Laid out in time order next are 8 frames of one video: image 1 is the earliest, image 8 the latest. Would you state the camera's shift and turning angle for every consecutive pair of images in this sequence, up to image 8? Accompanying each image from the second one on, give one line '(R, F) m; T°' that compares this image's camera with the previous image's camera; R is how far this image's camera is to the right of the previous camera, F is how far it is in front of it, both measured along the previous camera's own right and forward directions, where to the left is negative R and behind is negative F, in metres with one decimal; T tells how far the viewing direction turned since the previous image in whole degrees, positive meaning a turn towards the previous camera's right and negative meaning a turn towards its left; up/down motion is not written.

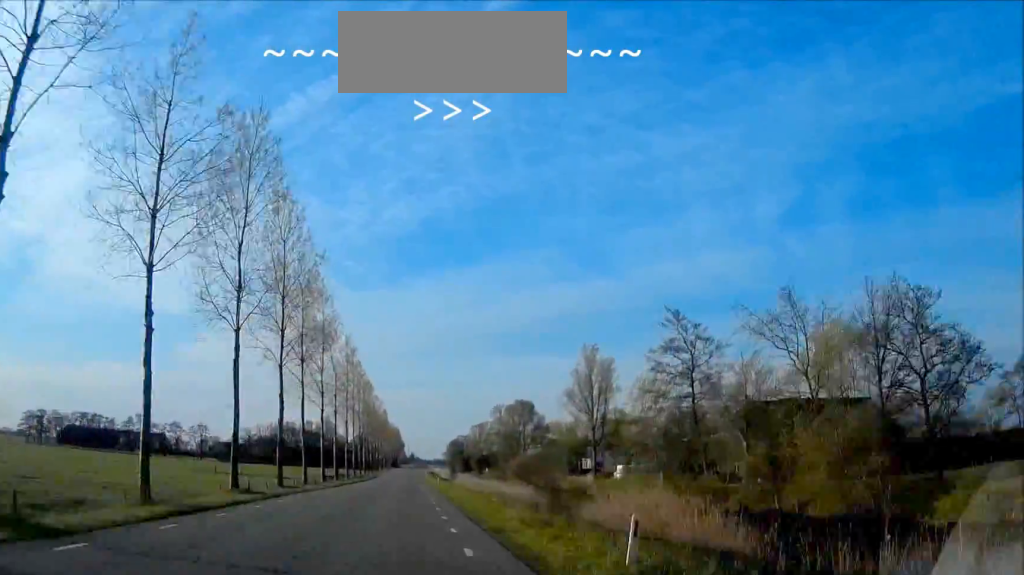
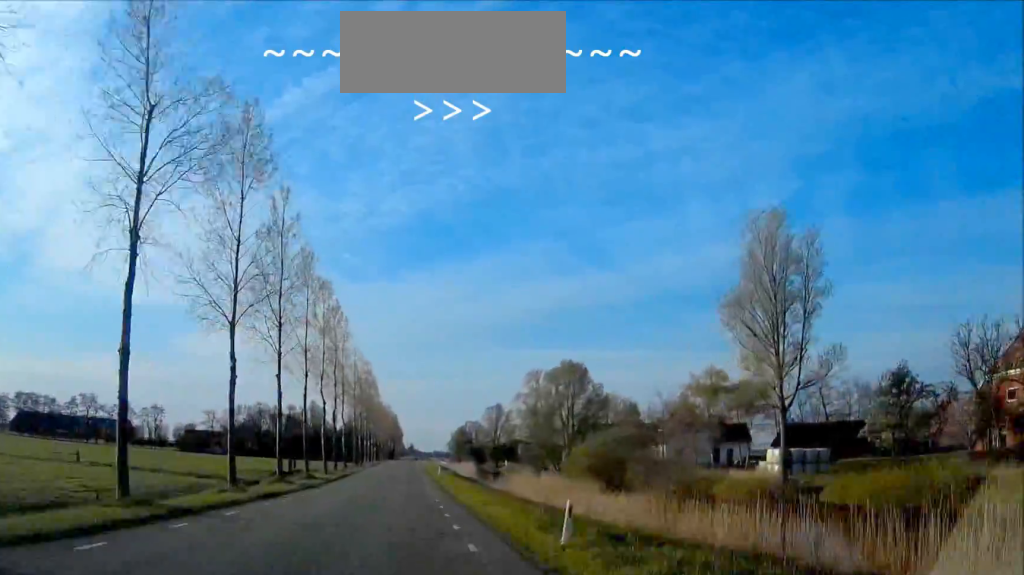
(0.0, +51.8) m; 0°
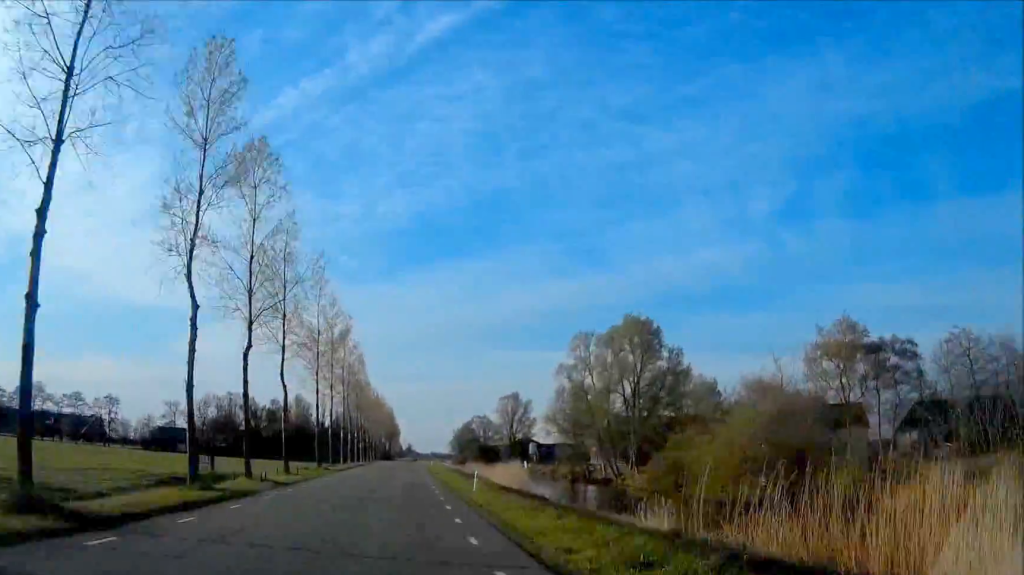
(0.0, +35.6) m; 0°
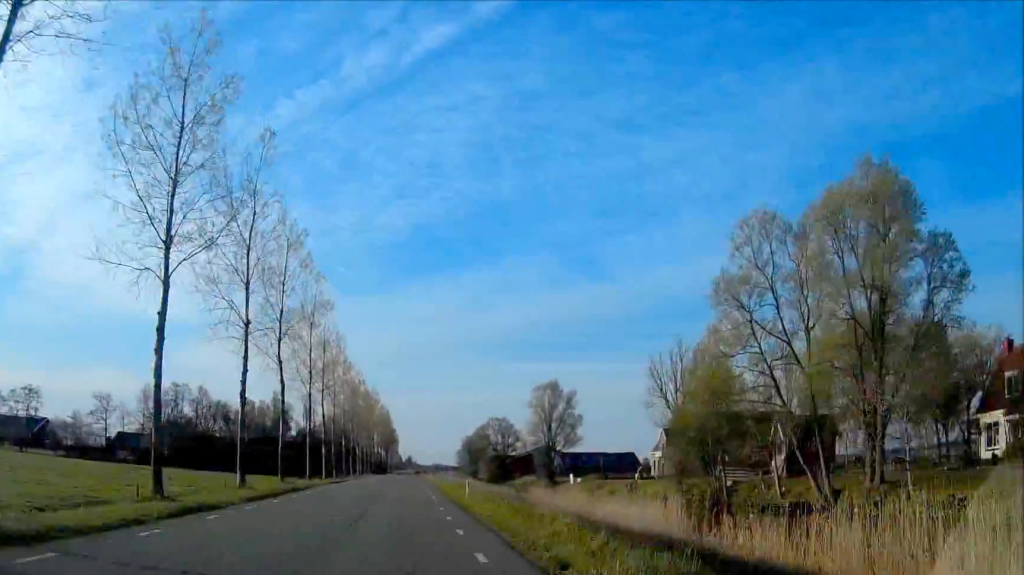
(0.0, +45.8) m; 0°
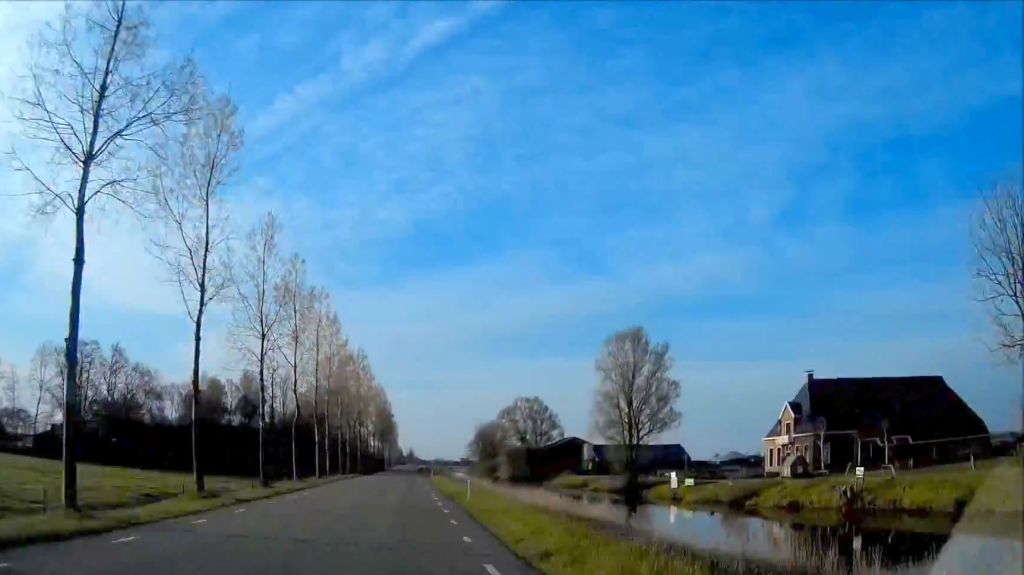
(0.0, +45.5) m; 0°
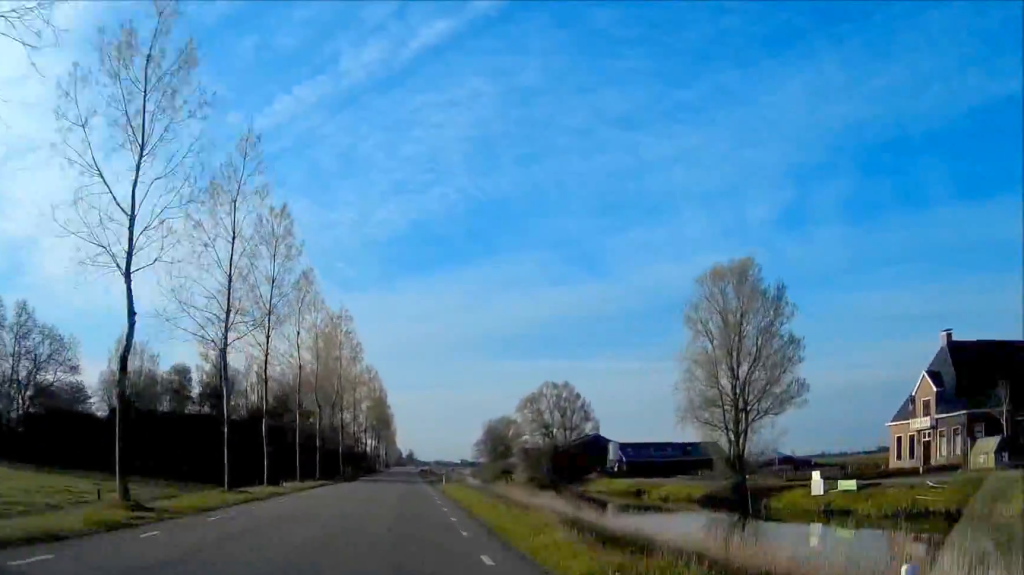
(0.0, +27.2) m; 0°
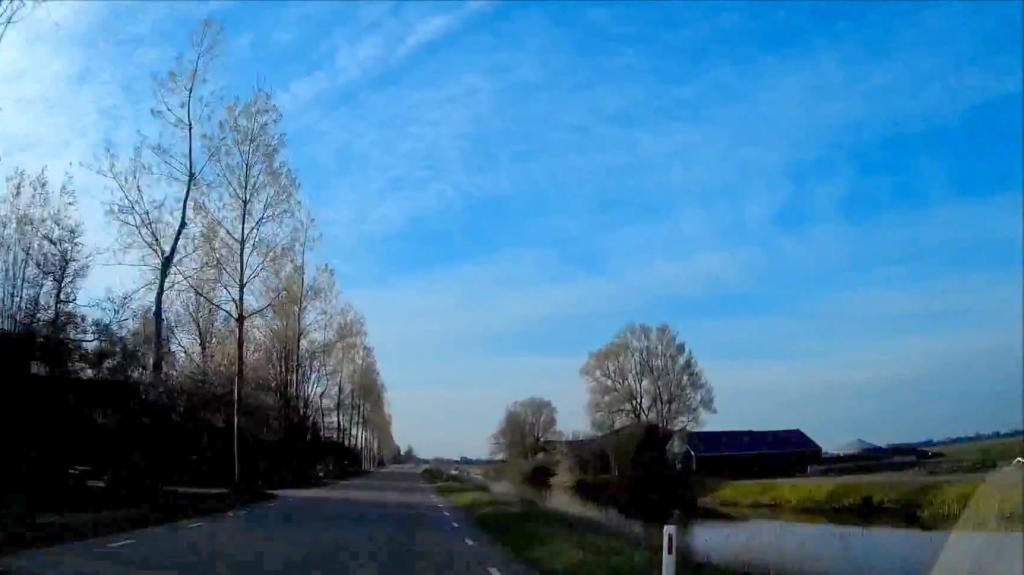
(-0.3, +45.4) m; -1°
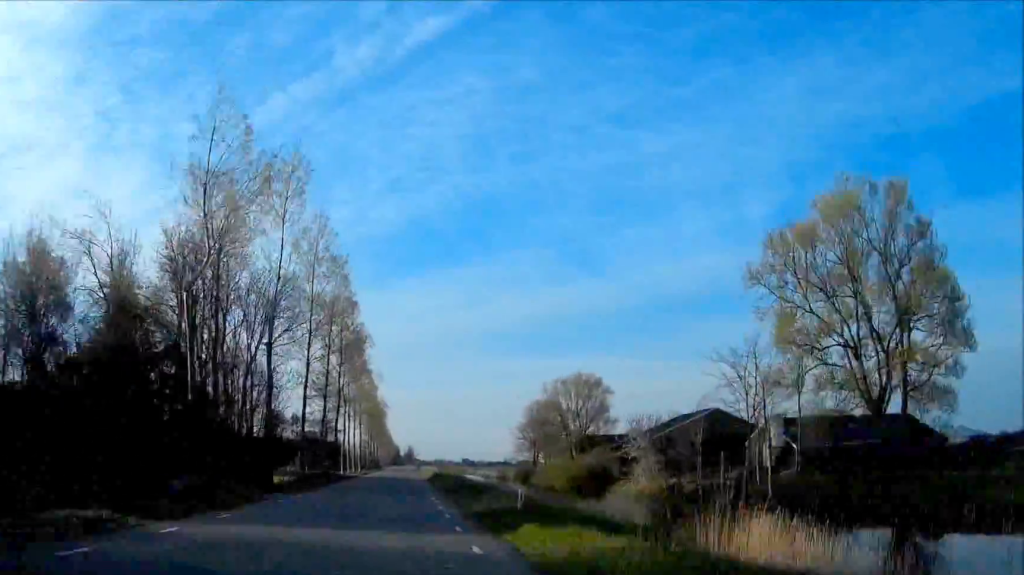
(-0.2, +37.6) m; 0°
